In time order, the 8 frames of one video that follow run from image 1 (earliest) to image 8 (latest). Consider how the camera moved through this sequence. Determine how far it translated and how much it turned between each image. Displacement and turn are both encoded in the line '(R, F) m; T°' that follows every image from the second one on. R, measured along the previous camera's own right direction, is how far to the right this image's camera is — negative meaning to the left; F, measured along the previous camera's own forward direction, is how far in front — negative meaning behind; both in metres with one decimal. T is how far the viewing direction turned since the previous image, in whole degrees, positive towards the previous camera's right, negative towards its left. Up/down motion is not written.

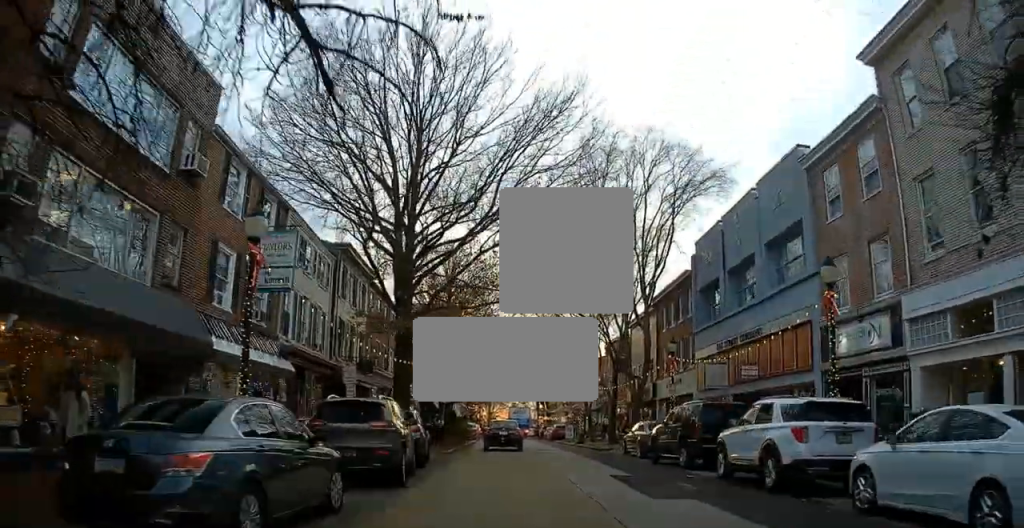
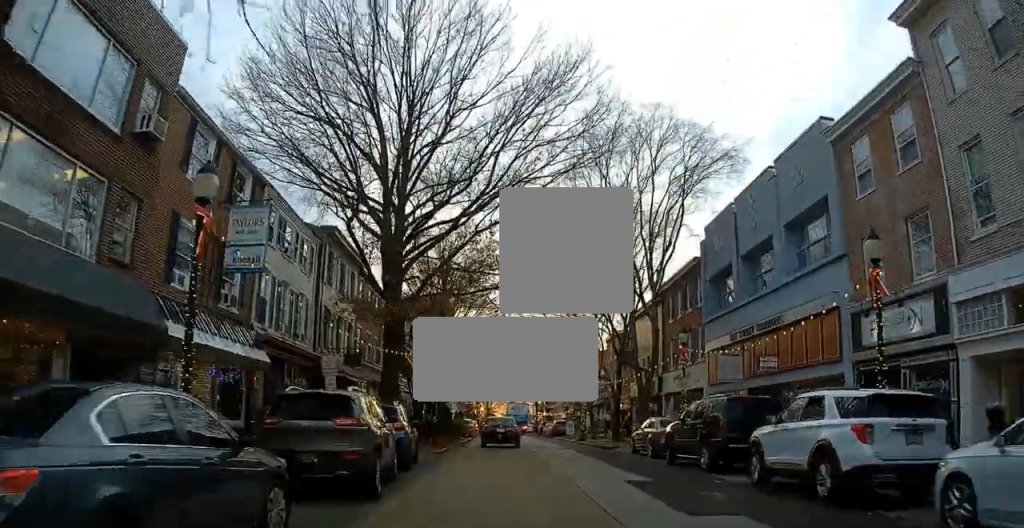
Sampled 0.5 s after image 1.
(0.0, +2.2) m; +1°
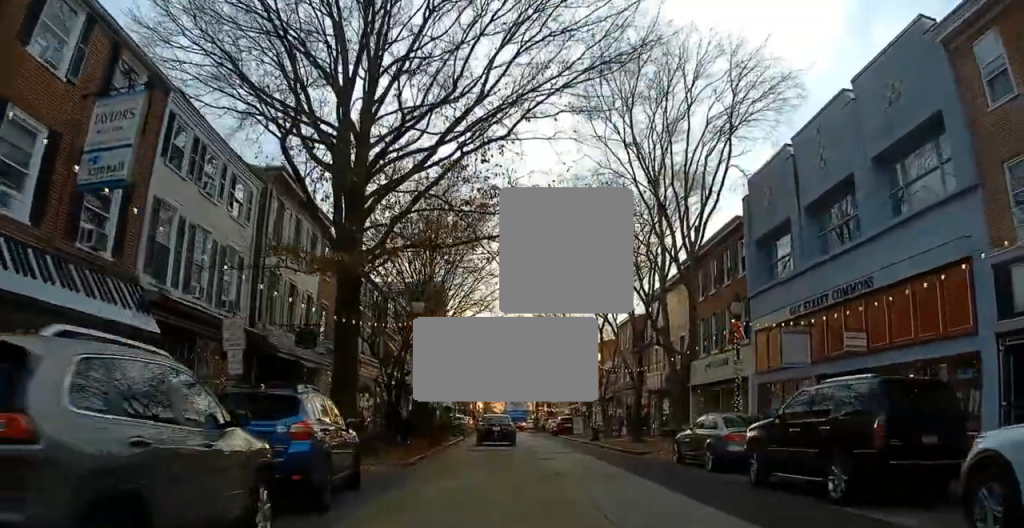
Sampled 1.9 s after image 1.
(-0.1, +6.6) m; -4°
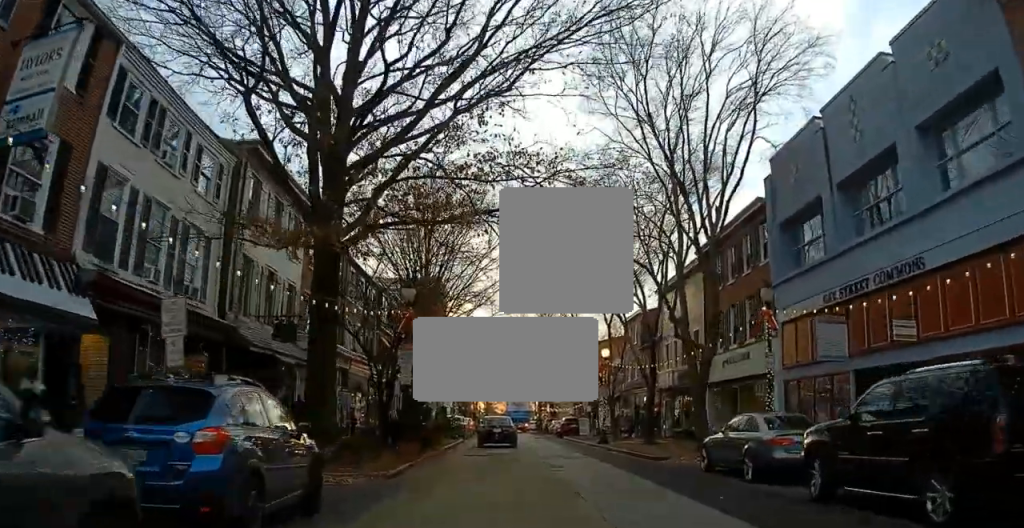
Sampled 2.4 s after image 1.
(-0.1, +2.3) m; -2°
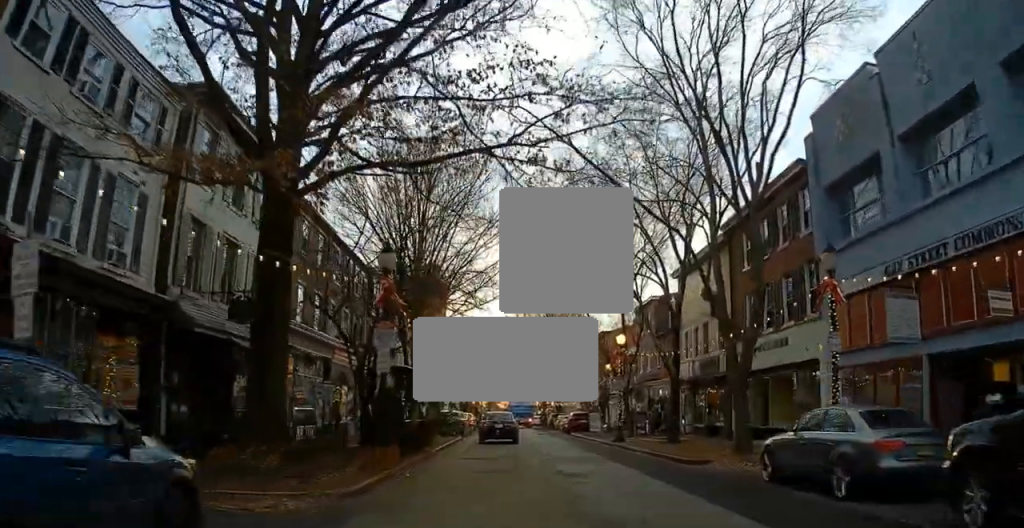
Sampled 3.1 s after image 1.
(0.0, +3.6) m; 0°
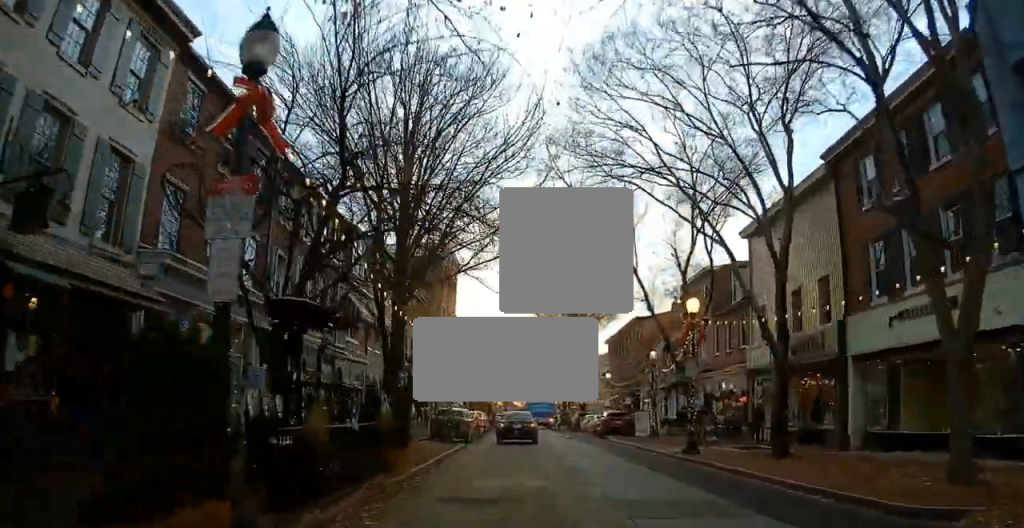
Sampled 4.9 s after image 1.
(-0.1, +9.2) m; -2°
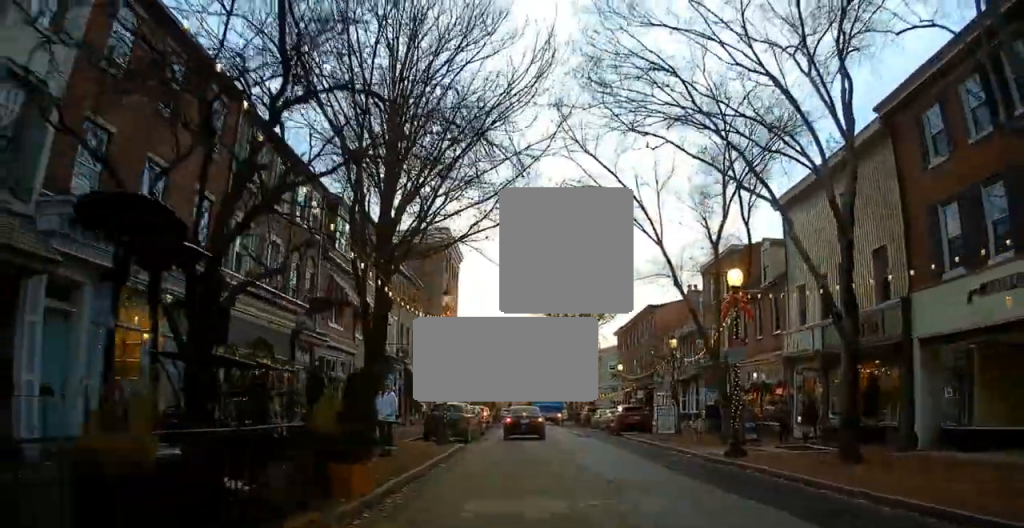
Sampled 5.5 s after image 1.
(-0.1, +3.6) m; -2°
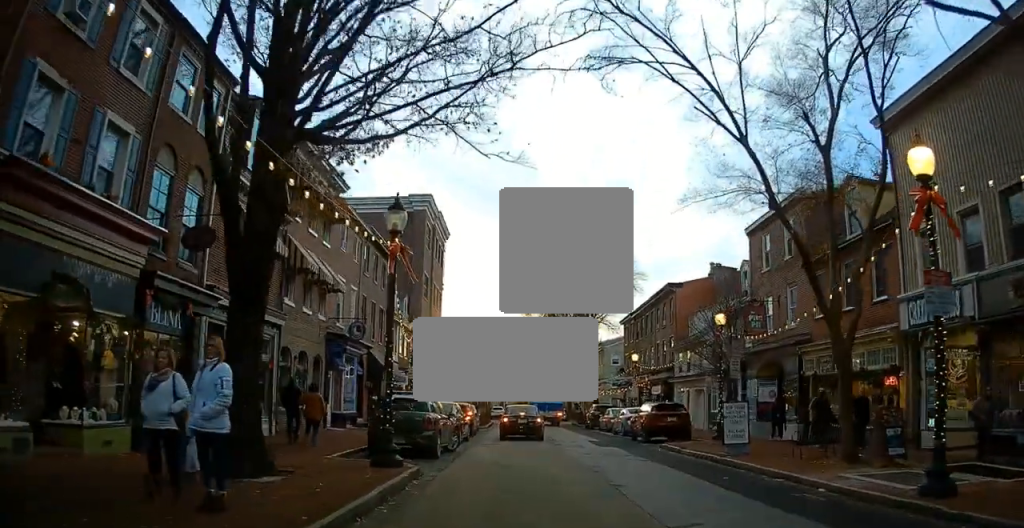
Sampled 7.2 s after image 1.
(0.0, +9.3) m; +2°
